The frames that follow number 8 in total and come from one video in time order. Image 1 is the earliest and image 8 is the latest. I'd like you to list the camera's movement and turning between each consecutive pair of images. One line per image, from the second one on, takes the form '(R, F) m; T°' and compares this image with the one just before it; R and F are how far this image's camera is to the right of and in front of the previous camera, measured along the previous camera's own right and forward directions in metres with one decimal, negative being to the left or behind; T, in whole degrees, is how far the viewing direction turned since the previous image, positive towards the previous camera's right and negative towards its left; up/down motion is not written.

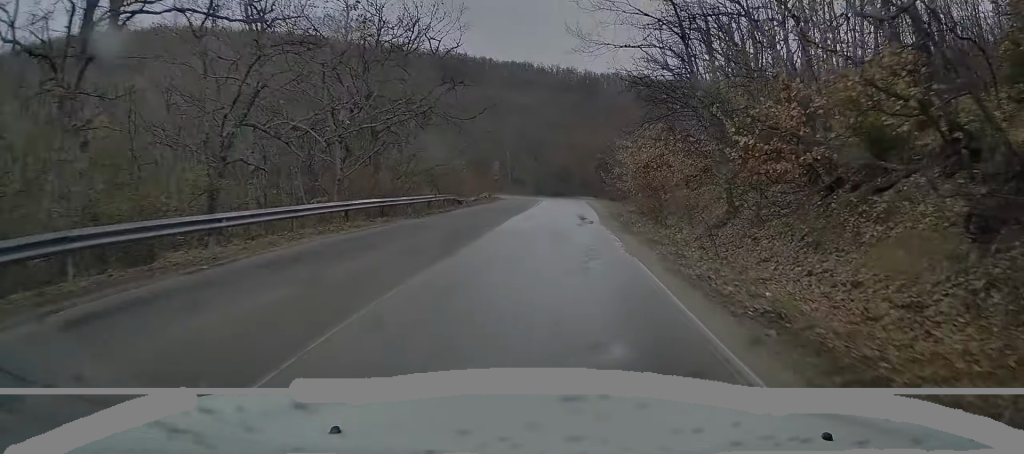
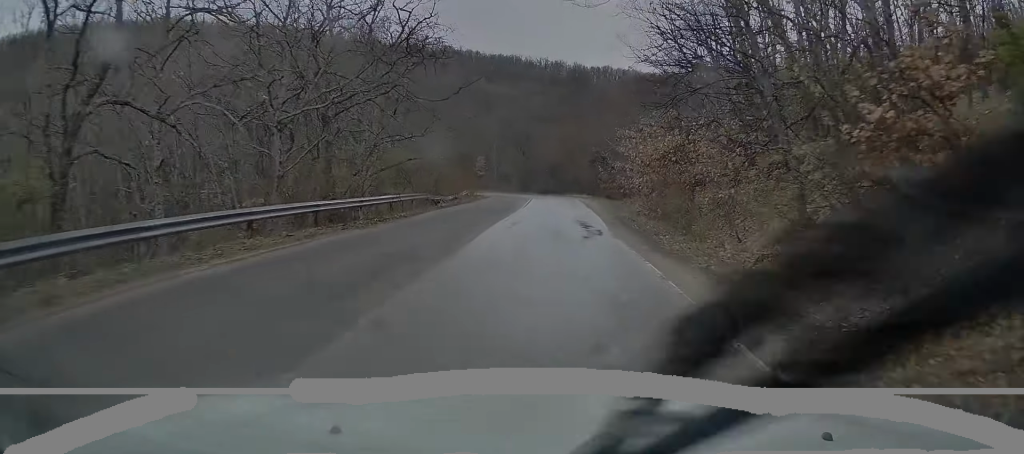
(+0.1, +5.8) m; +1°
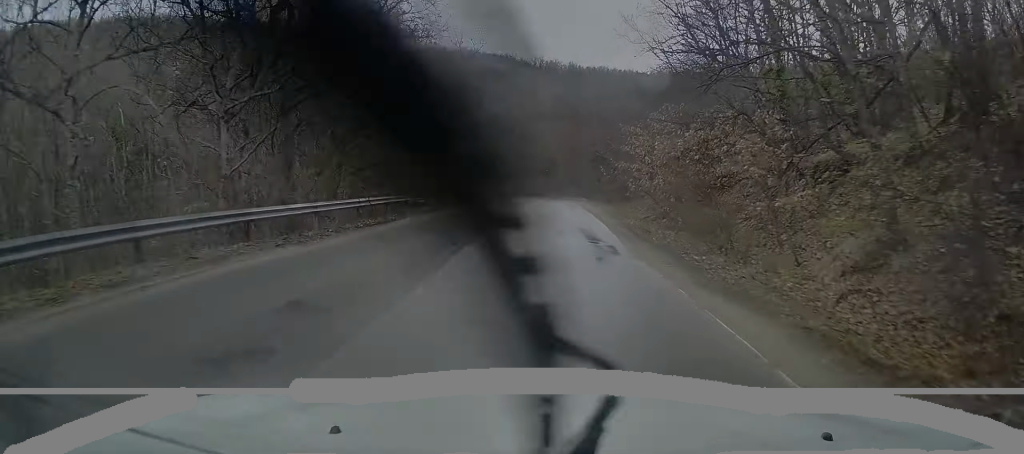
(0.0, +3.7) m; 0°
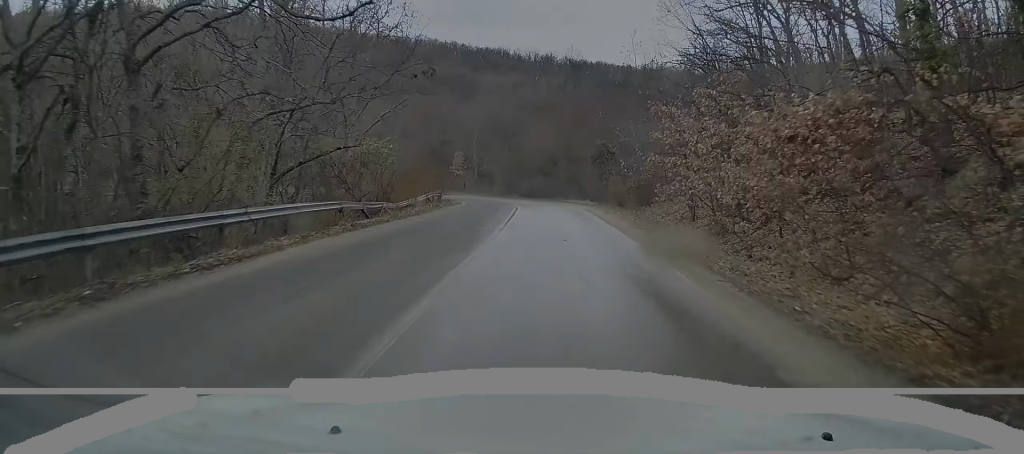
(0.0, +8.6) m; 0°
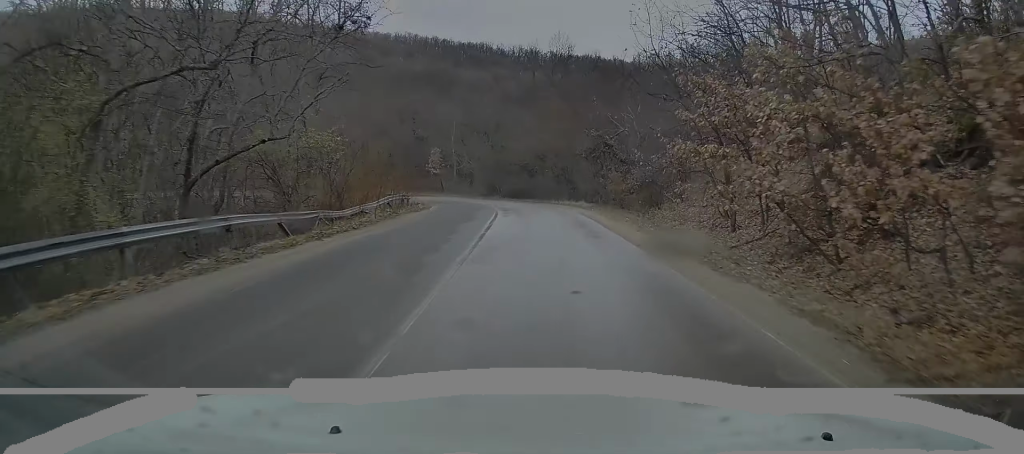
(0.0, +6.2) m; +1°
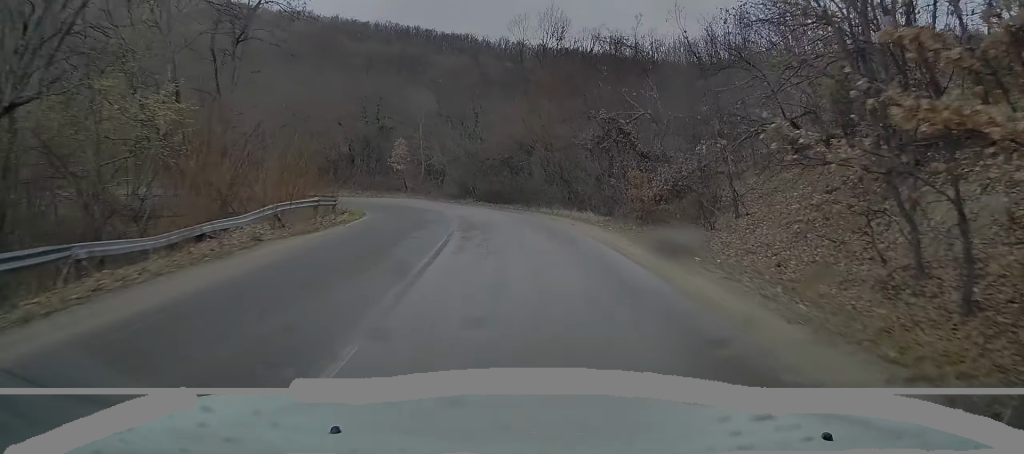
(+0.3, +10.9) m; +3°
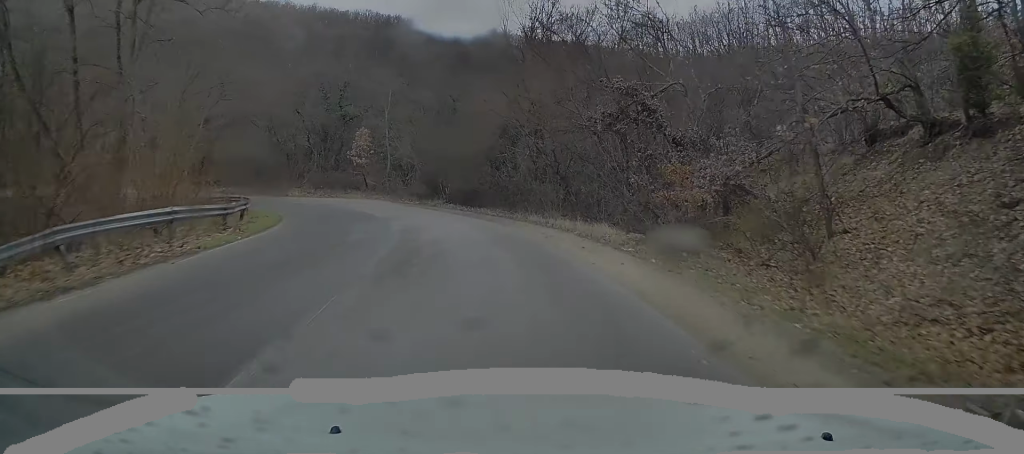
(+0.2, +8.1) m; 0°
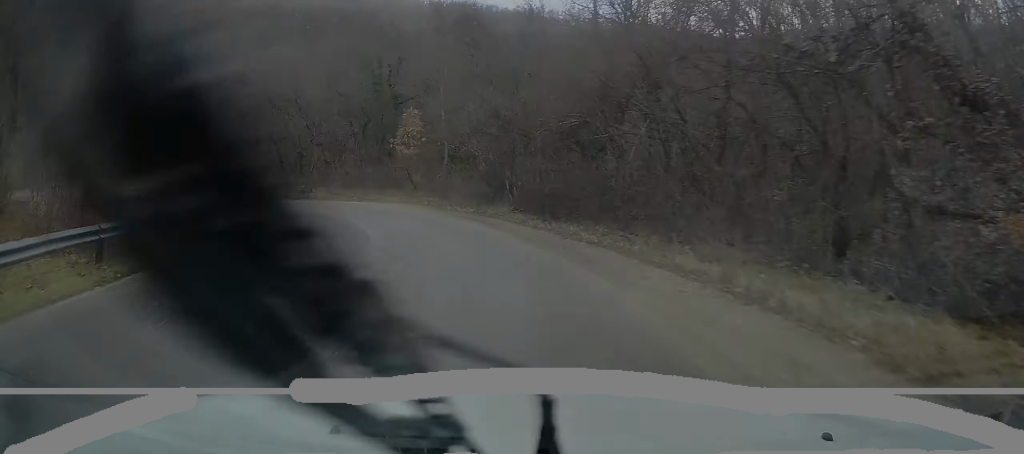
(-0.3, +10.9) m; -5°
